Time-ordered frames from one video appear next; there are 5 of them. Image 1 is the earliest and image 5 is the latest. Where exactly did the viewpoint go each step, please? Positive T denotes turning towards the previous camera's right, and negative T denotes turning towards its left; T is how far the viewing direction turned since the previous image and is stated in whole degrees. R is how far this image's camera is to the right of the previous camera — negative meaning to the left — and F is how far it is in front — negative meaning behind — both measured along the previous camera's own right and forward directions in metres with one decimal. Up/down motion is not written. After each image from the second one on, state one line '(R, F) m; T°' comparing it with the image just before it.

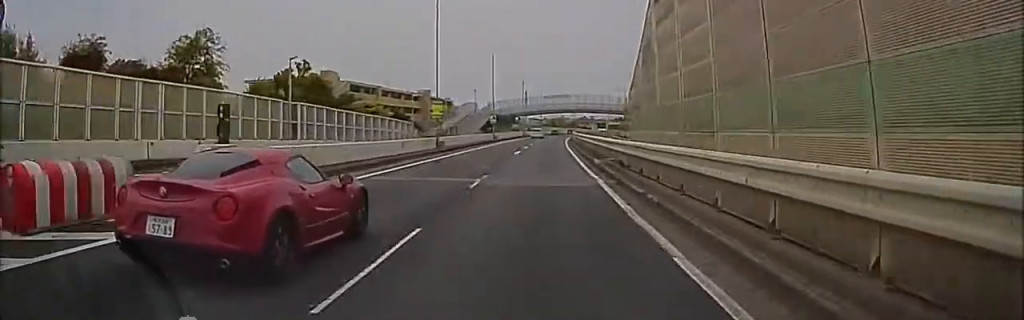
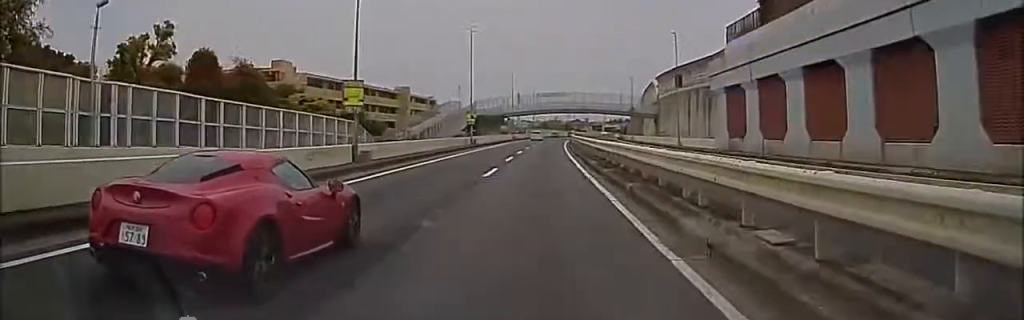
(0.0, +14.7) m; 0°
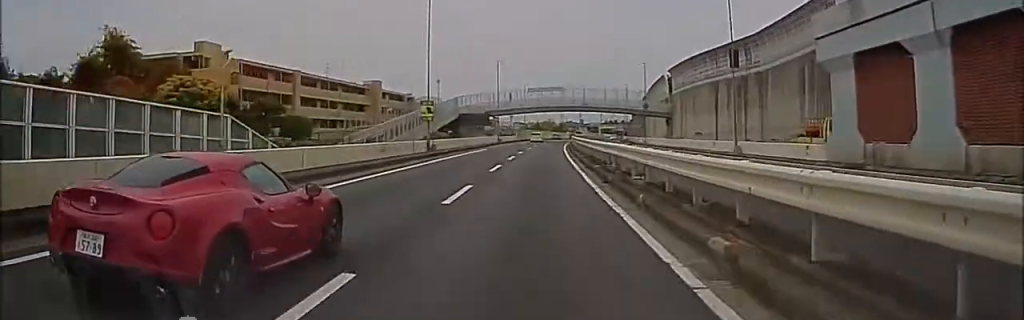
(0.0, +17.3) m; 0°
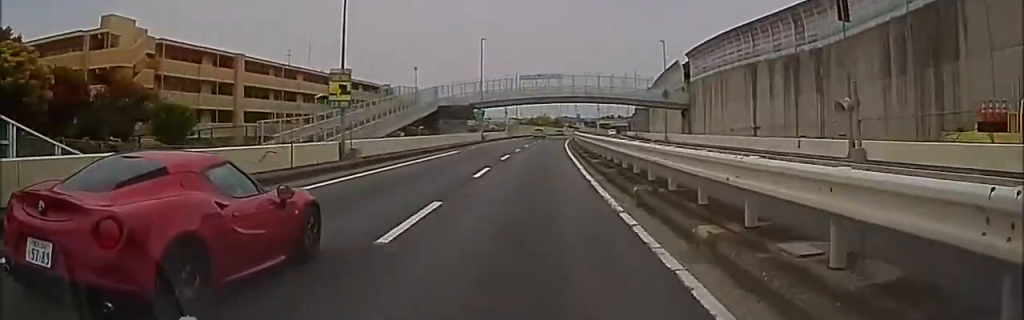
(-0.1, +14.2) m; +1°
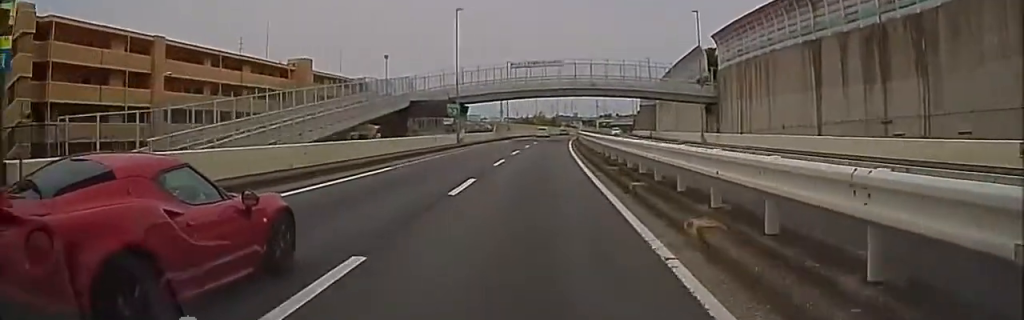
(+0.2, +15.2) m; +7°
